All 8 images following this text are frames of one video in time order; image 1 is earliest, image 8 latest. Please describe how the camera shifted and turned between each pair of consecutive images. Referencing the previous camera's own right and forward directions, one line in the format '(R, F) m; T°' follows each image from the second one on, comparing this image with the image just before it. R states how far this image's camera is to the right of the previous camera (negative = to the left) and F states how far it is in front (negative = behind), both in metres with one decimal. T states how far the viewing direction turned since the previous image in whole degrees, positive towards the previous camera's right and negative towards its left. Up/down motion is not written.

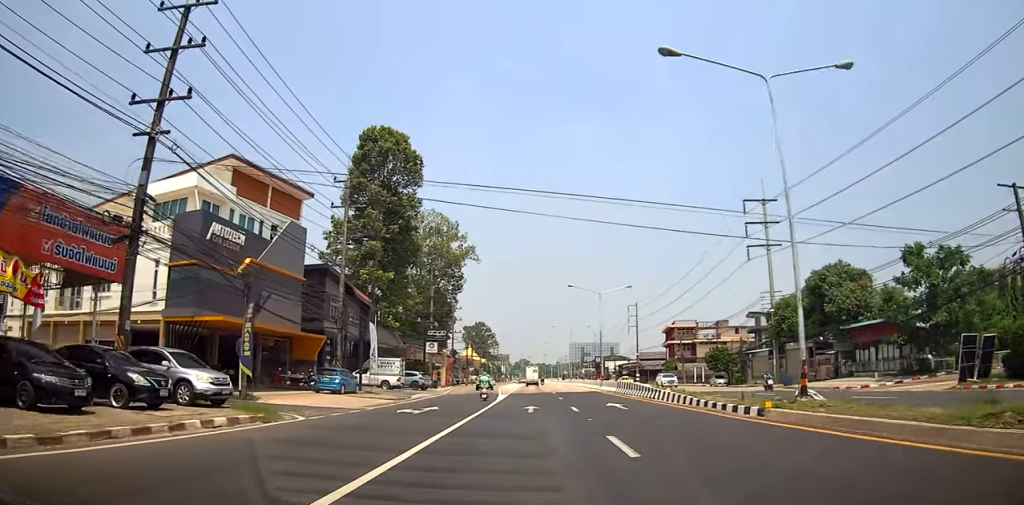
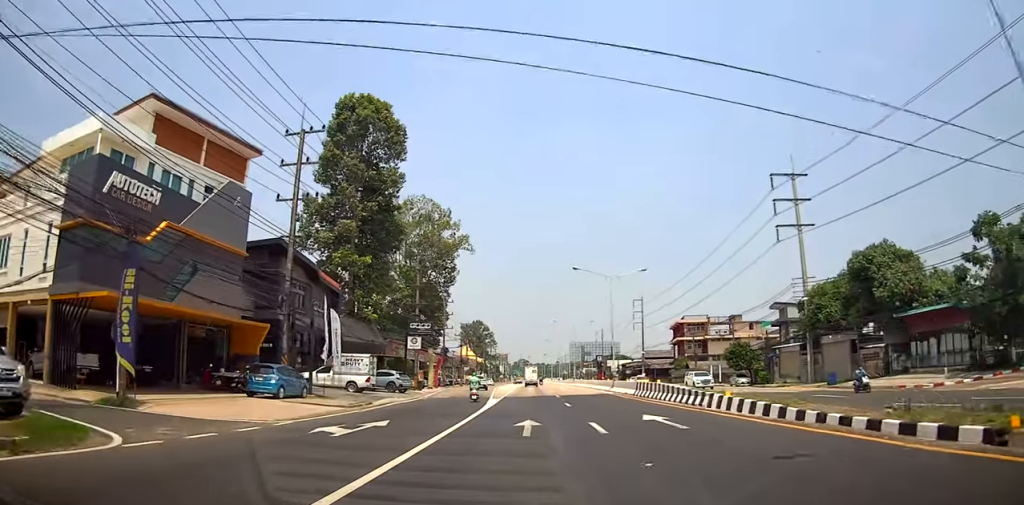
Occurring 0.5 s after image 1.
(-0.1, +8.2) m; 0°
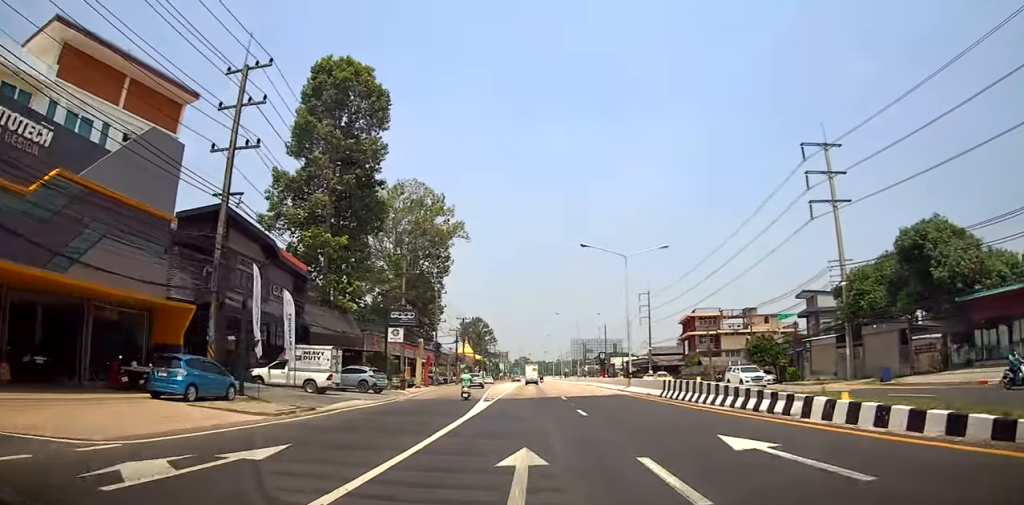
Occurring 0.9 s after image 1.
(-0.2, +7.1) m; 0°
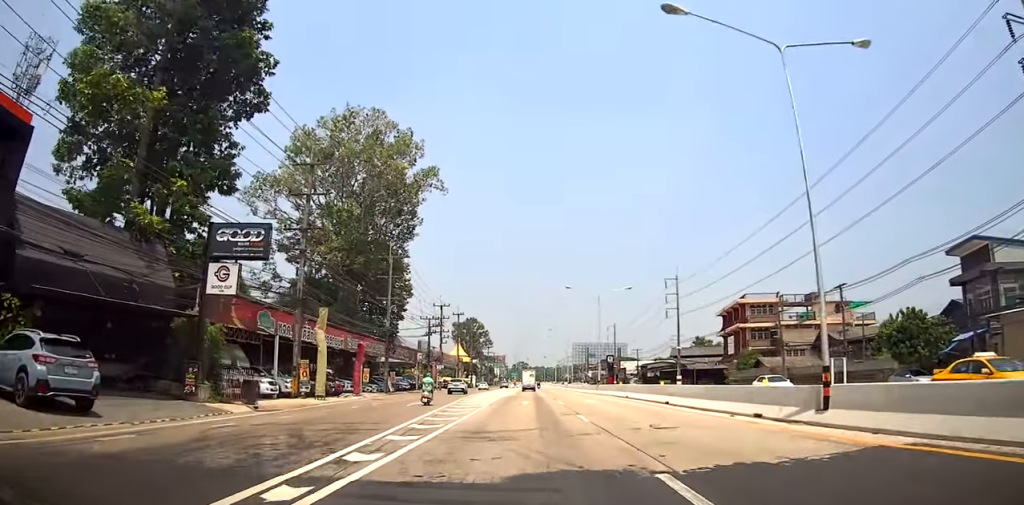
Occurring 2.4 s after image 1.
(0.0, +25.0) m; 0°
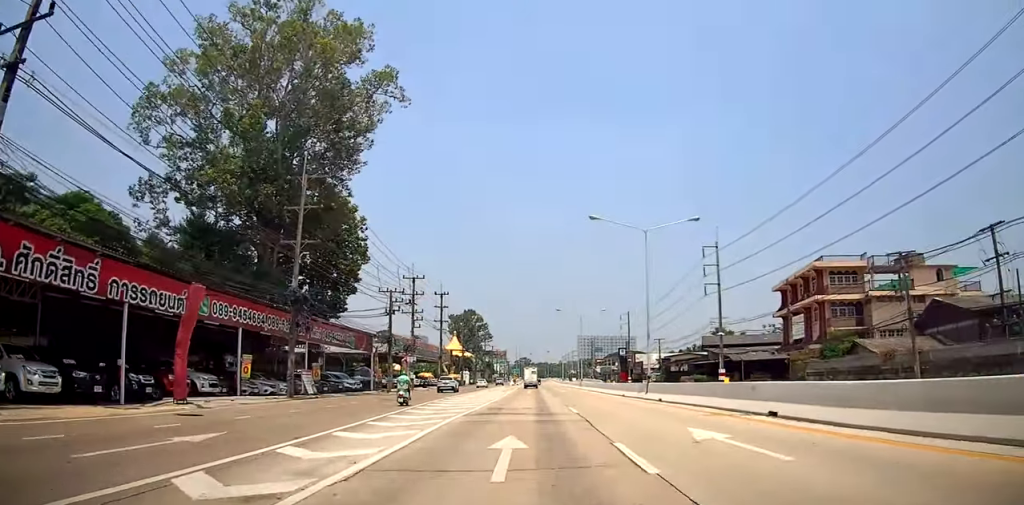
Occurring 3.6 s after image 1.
(-0.2, +21.0) m; 0°
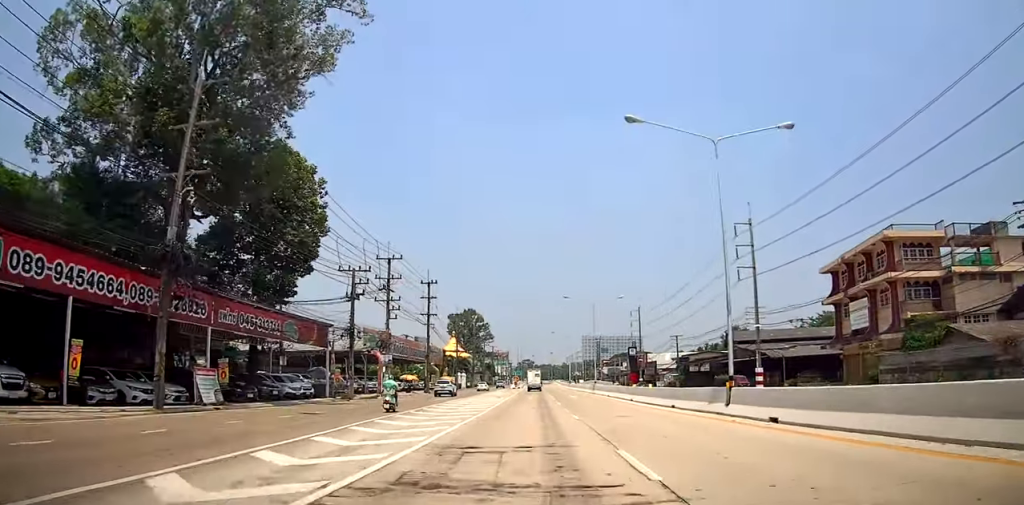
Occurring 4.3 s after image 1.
(0.0, +11.9) m; +1°
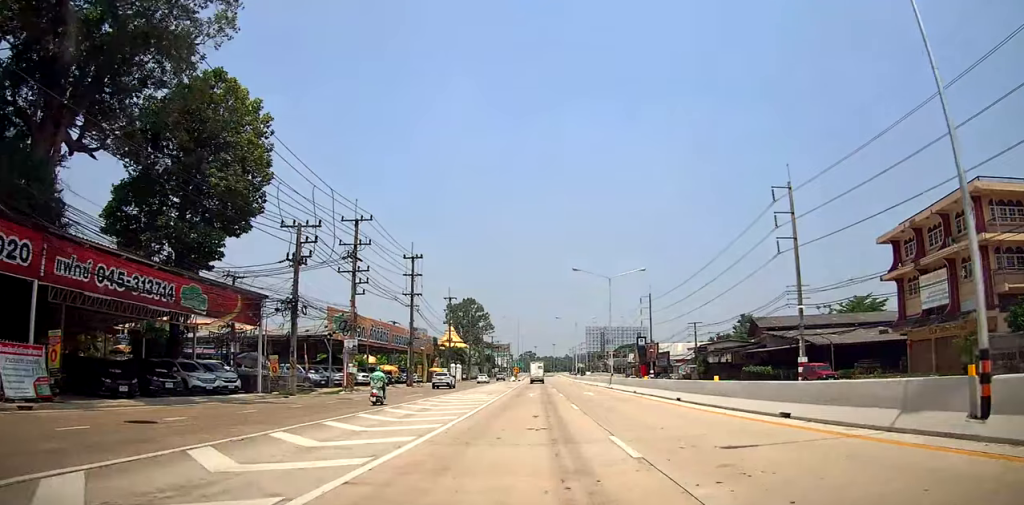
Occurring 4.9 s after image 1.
(+0.2, +10.4) m; 0°
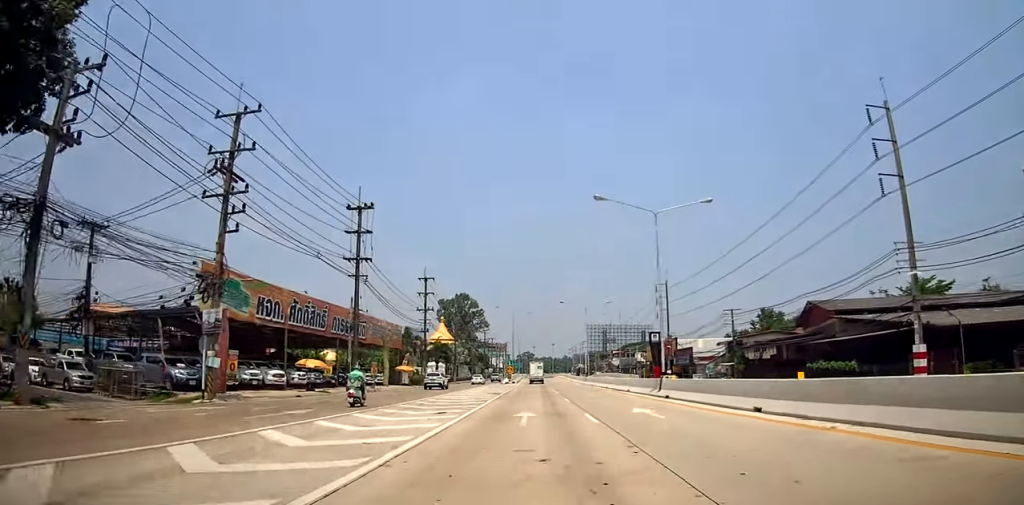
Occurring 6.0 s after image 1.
(-0.3, +18.2) m; -1°
